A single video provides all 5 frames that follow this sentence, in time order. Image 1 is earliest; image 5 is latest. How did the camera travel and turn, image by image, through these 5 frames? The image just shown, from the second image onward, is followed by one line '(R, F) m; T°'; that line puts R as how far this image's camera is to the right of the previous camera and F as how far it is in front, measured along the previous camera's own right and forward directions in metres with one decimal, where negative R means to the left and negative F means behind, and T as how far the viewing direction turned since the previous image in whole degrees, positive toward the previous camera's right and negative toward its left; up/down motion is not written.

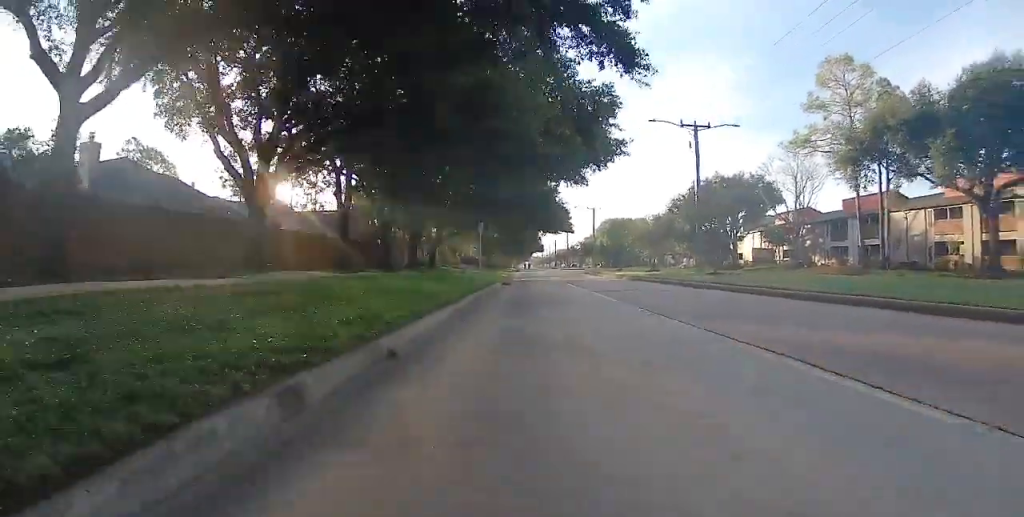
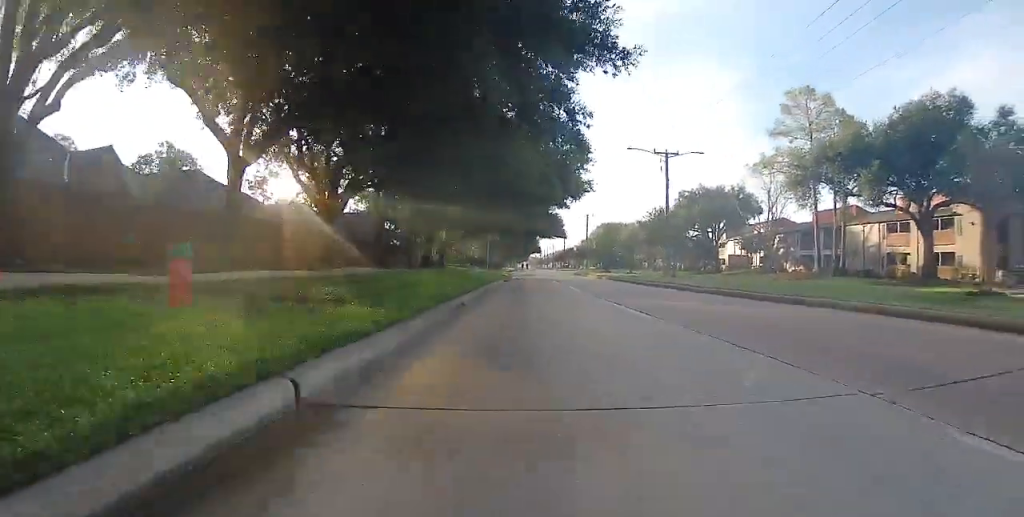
(0.0, +8.2) m; +3°
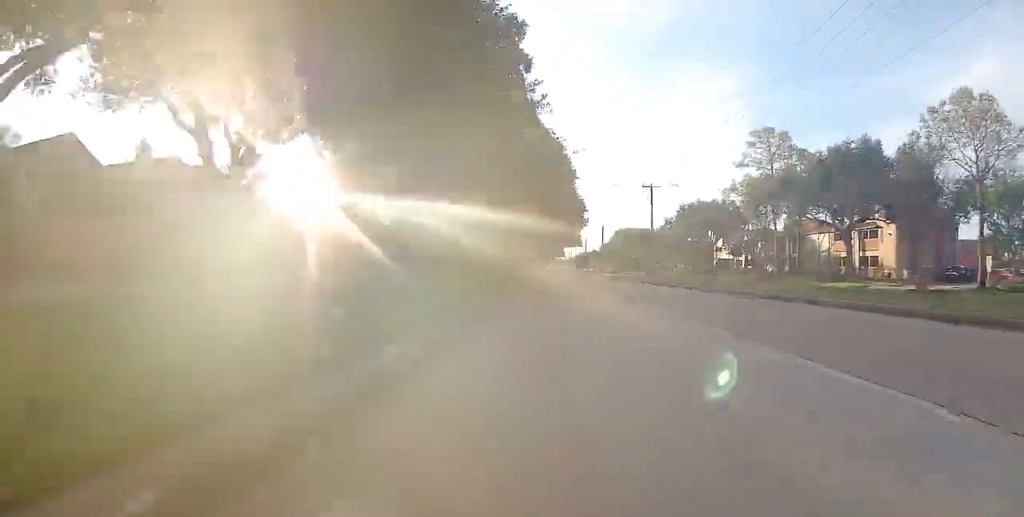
(+0.1, +19.4) m; -1°
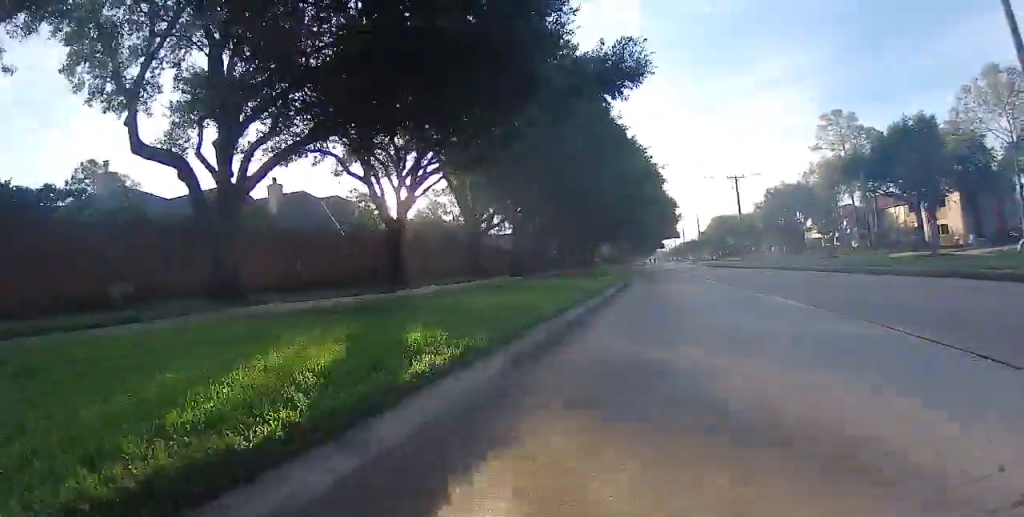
(0.0, +6.4) m; +1°
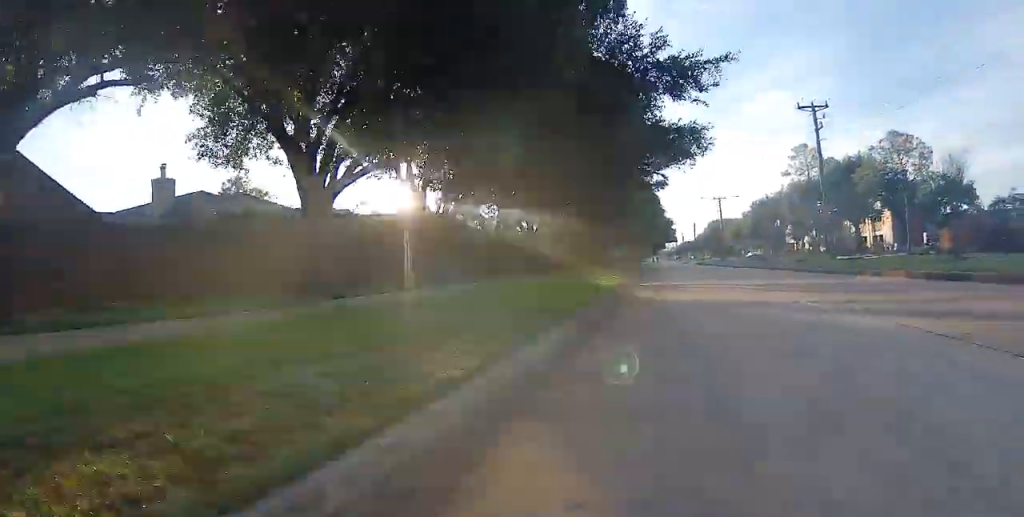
(+0.2, +24.7) m; +2°
